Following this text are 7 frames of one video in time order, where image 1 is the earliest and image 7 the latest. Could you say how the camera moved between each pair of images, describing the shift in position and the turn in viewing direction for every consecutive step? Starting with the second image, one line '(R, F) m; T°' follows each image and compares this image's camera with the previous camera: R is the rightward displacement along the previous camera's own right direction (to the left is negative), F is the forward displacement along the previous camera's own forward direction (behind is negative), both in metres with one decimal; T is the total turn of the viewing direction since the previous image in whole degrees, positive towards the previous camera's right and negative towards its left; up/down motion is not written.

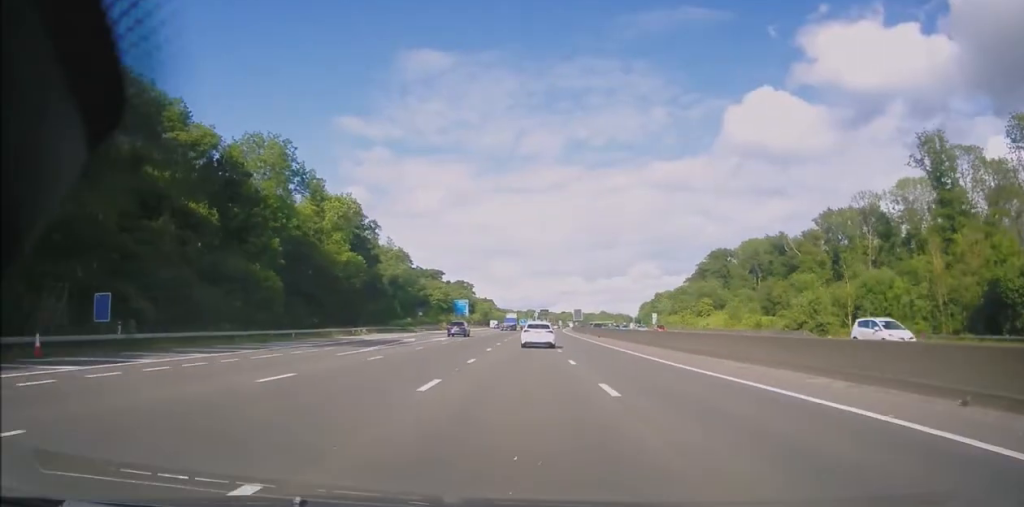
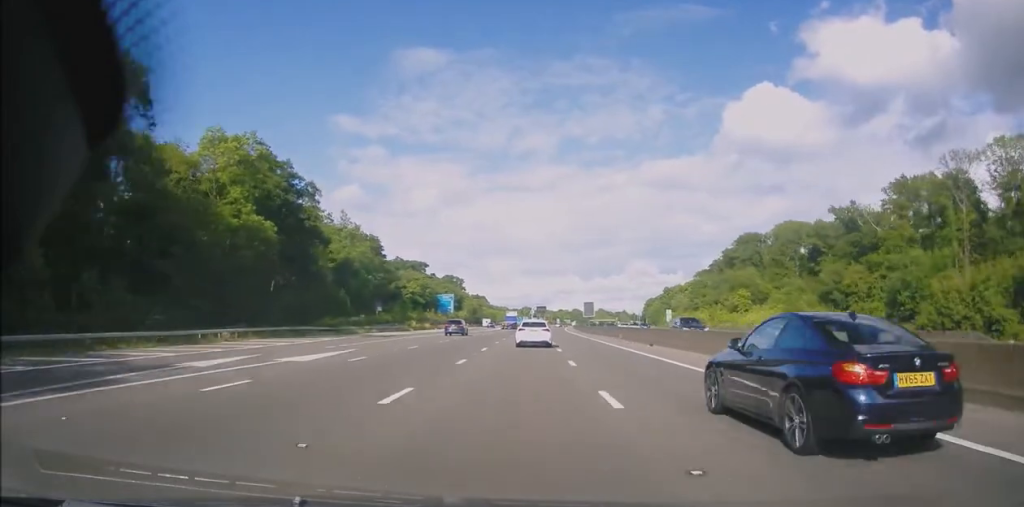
(-0.2, +28.9) m; -1°
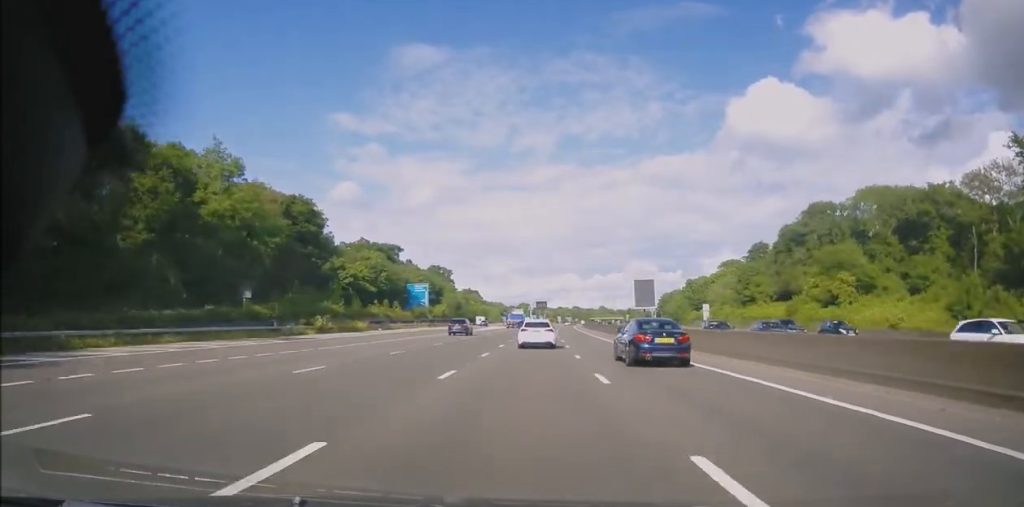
(+0.1, +41.8) m; +1°
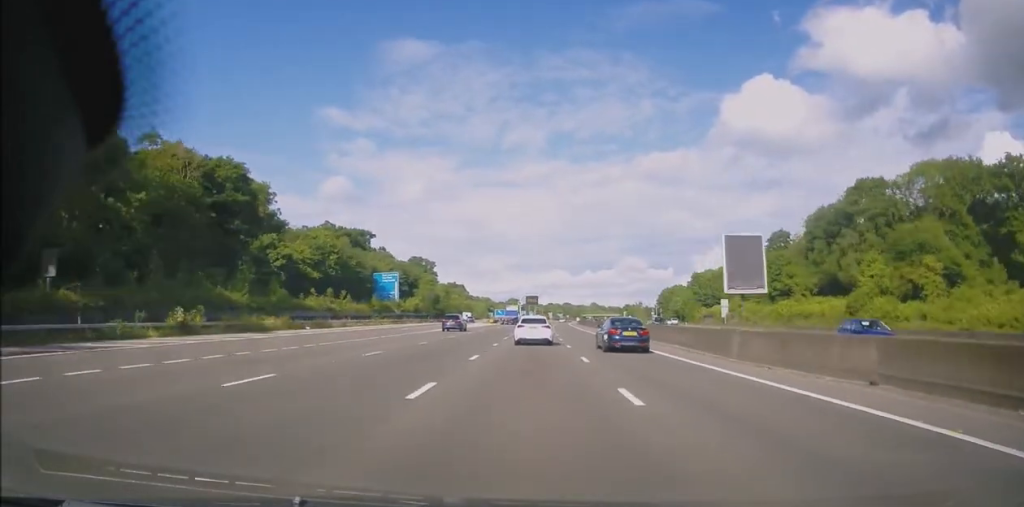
(+0.2, +21.5) m; +1°
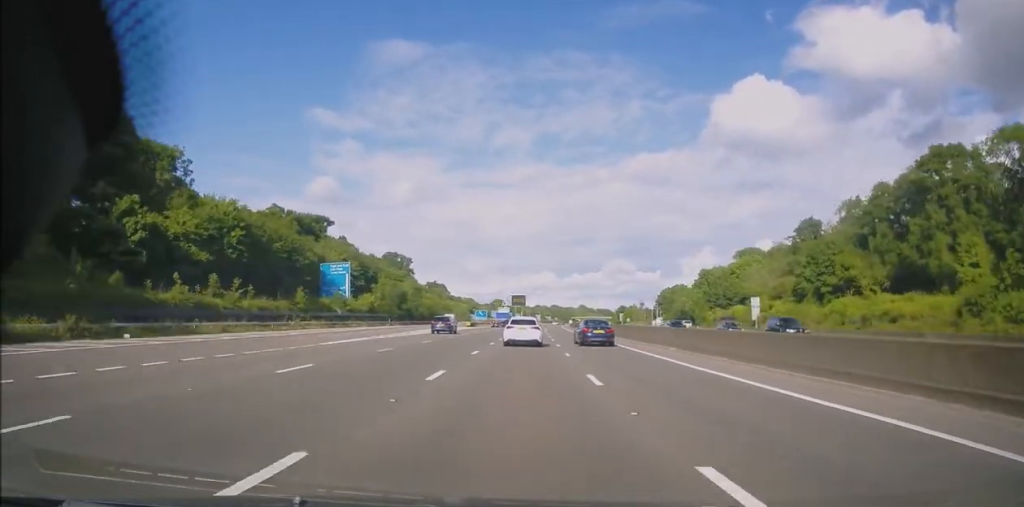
(+0.5, +24.2) m; 0°
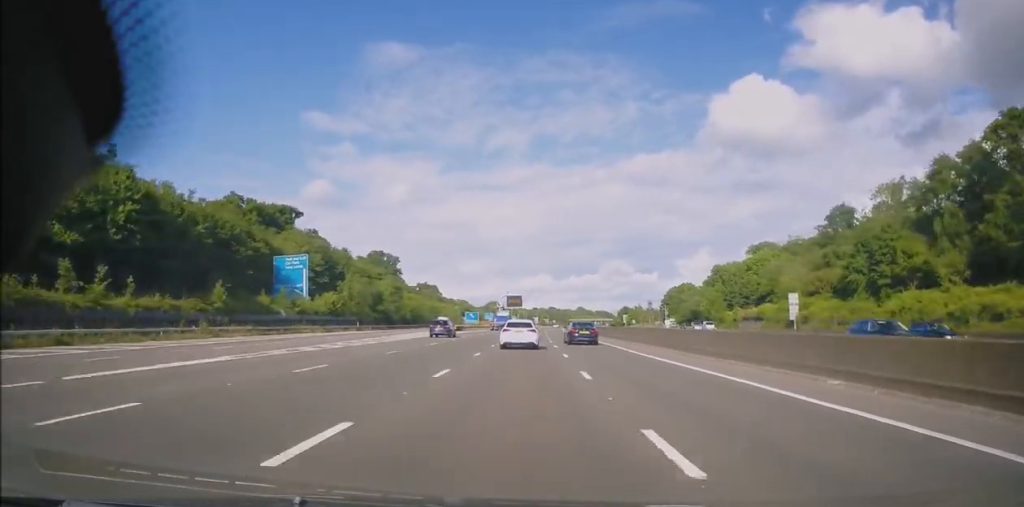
(-0.3, +16.8) m; 0°
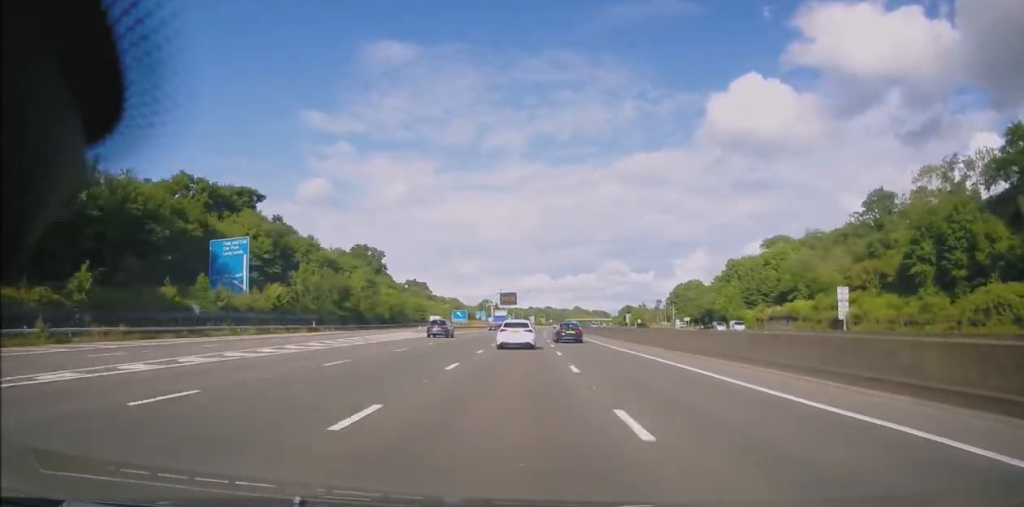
(-0.1, +15.9) m; 0°
